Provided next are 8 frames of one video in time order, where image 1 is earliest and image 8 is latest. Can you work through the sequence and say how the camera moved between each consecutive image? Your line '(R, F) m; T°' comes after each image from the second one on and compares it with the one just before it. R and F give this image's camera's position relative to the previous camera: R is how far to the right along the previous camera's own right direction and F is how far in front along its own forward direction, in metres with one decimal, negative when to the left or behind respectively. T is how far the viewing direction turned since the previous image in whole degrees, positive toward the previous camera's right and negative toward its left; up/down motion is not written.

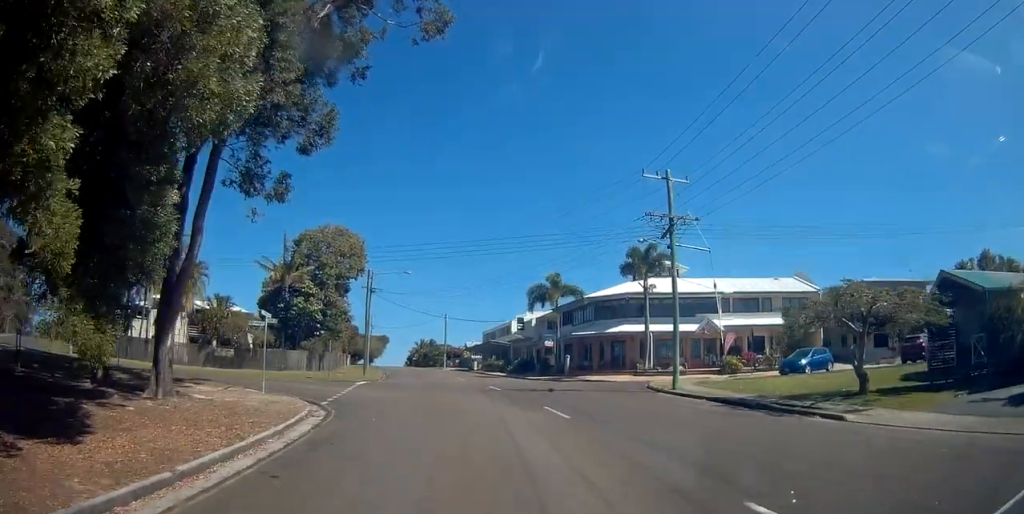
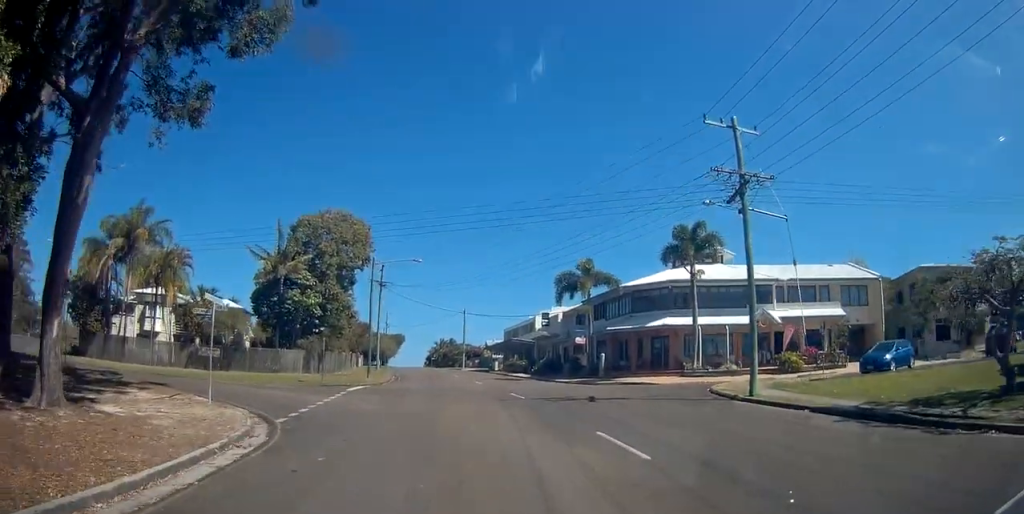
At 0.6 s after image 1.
(-0.2, +5.9) m; -1°
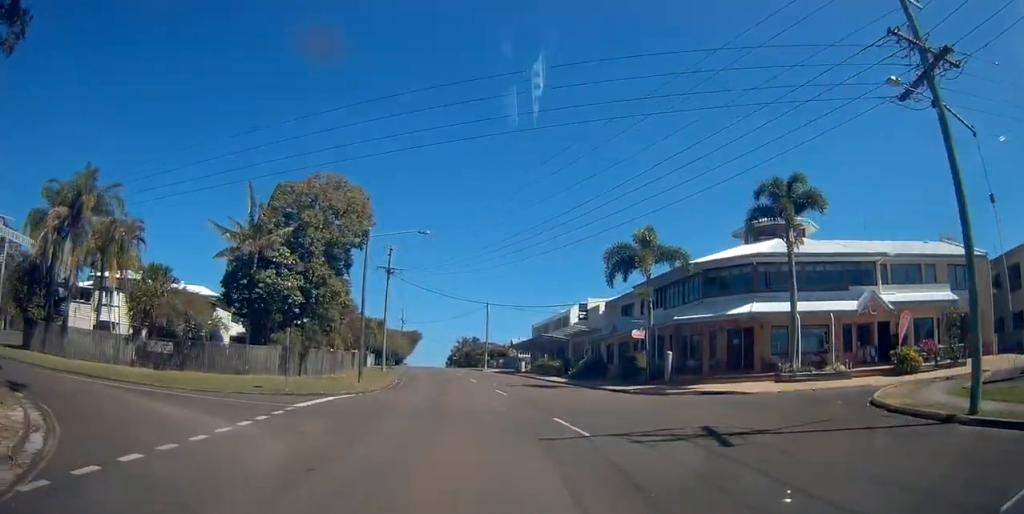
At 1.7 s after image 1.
(+0.2, +9.7) m; +4°
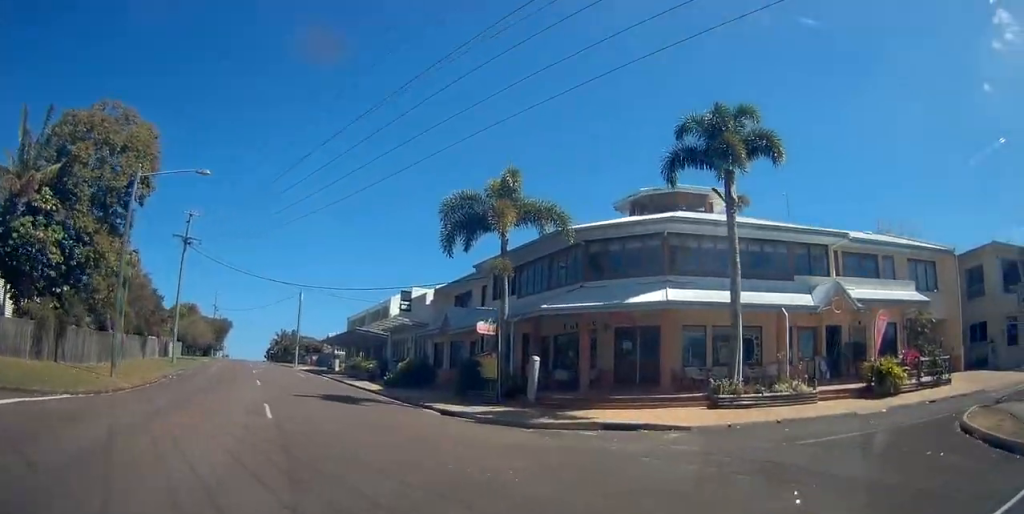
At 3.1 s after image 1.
(+0.7, +11.0) m; +9°
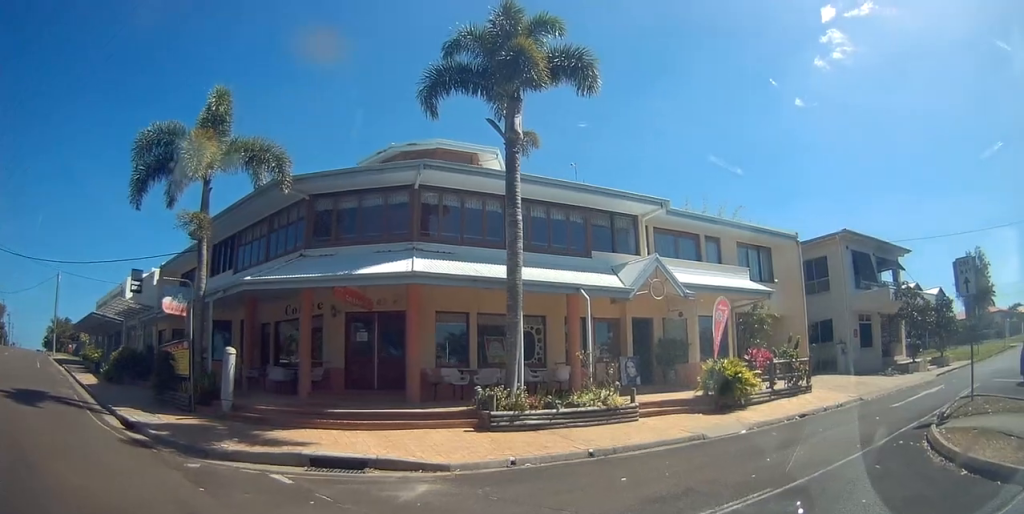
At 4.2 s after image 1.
(+0.6, +6.2) m; +31°
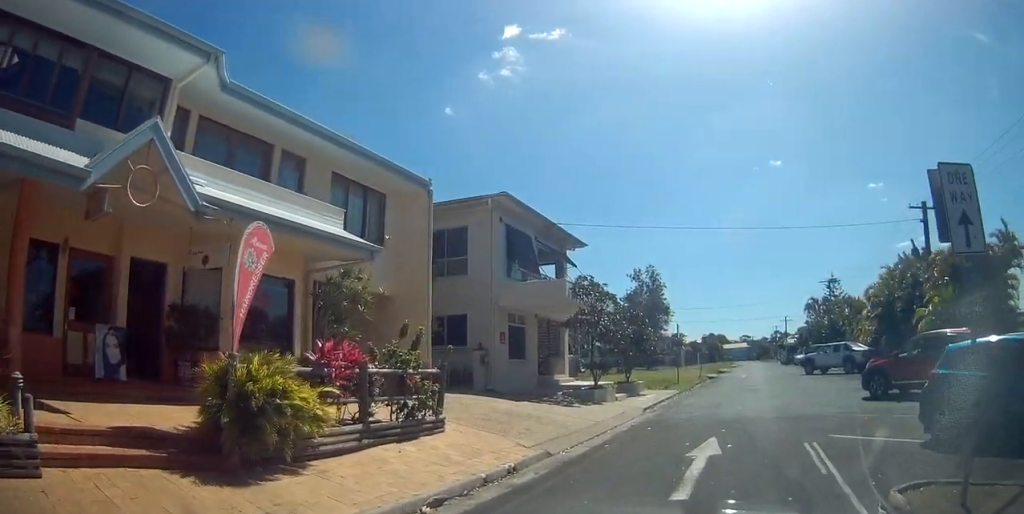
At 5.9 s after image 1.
(+5.0, +7.5) m; +44°
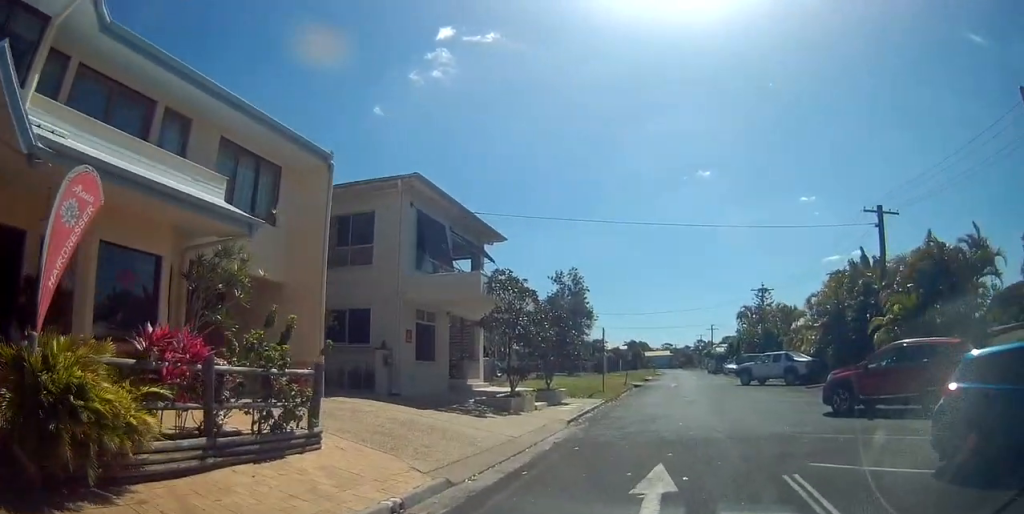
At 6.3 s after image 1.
(-0.2, +2.2) m; 0°
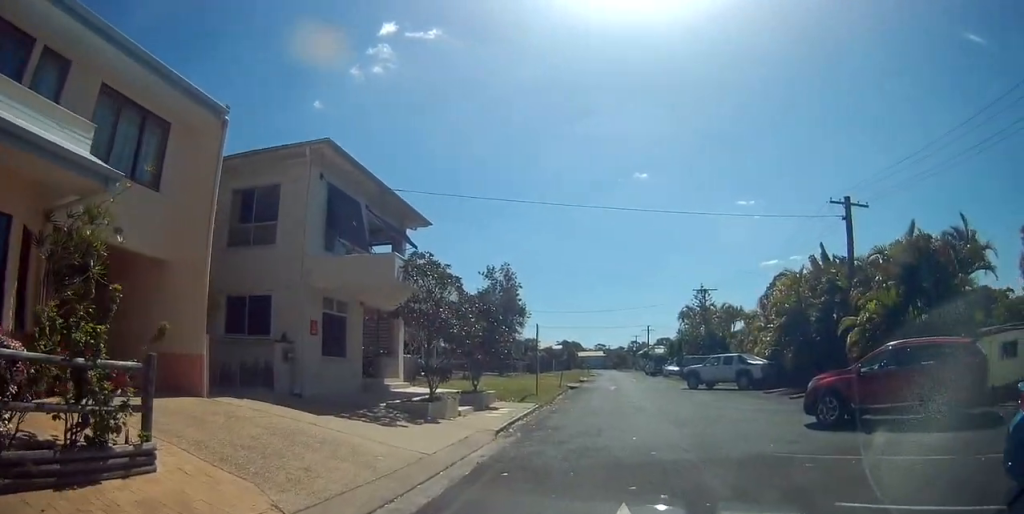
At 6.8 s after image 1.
(0.0, +2.5) m; +3°
